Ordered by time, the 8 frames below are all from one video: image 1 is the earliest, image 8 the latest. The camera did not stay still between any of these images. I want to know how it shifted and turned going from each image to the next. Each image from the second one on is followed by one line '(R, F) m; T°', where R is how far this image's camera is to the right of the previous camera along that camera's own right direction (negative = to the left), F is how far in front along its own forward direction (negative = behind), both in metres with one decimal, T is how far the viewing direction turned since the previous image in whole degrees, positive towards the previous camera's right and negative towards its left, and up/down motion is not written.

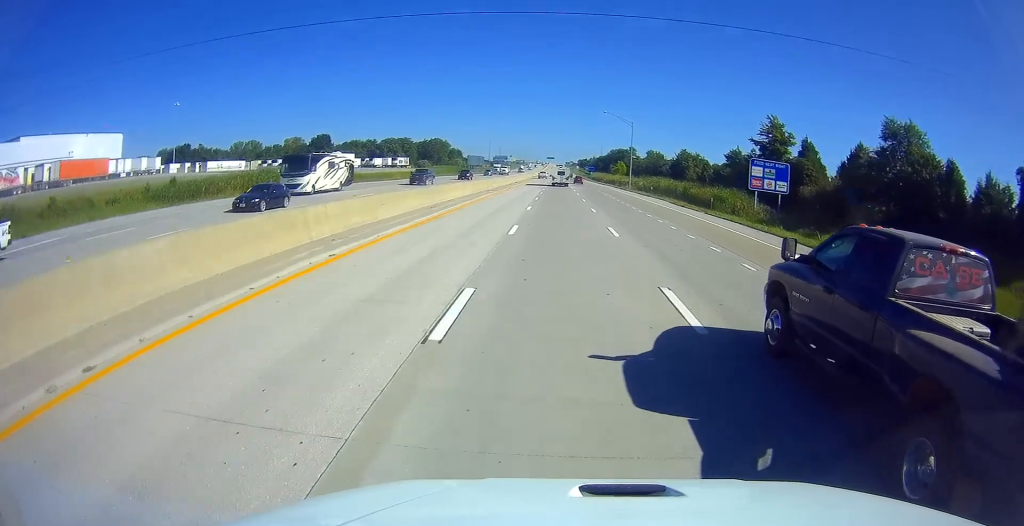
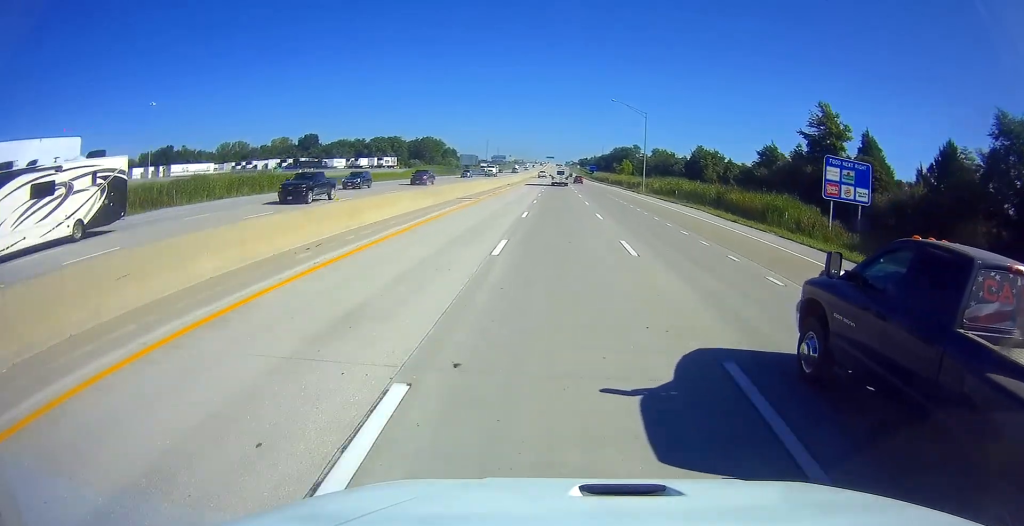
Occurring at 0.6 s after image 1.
(-0.4, +16.9) m; 0°
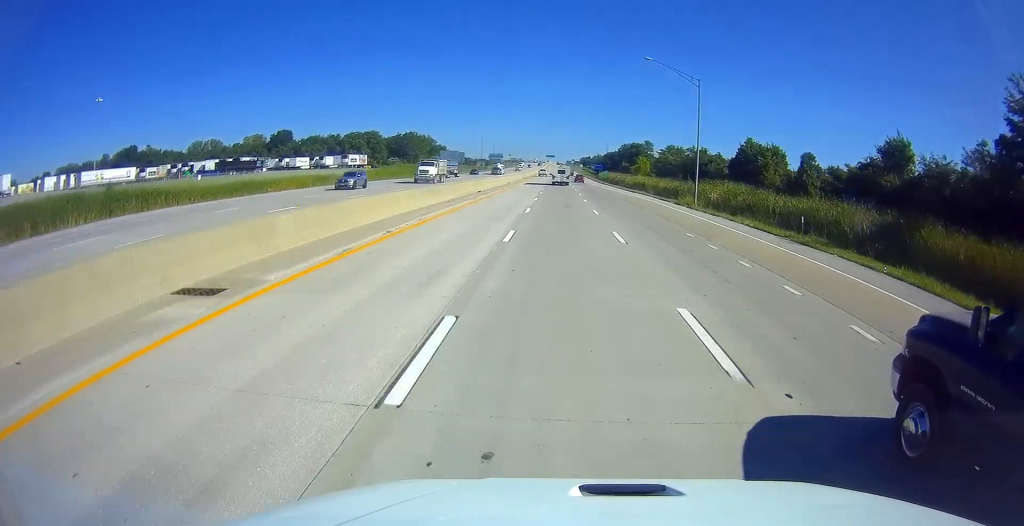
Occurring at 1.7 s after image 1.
(+0.2, +33.7) m; +1°
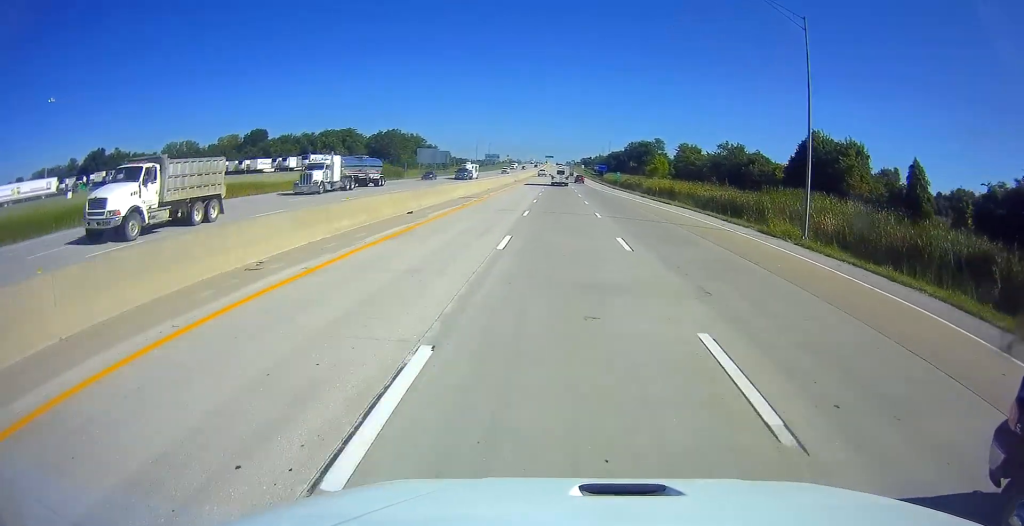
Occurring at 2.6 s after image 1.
(+0.2, +25.9) m; 0°
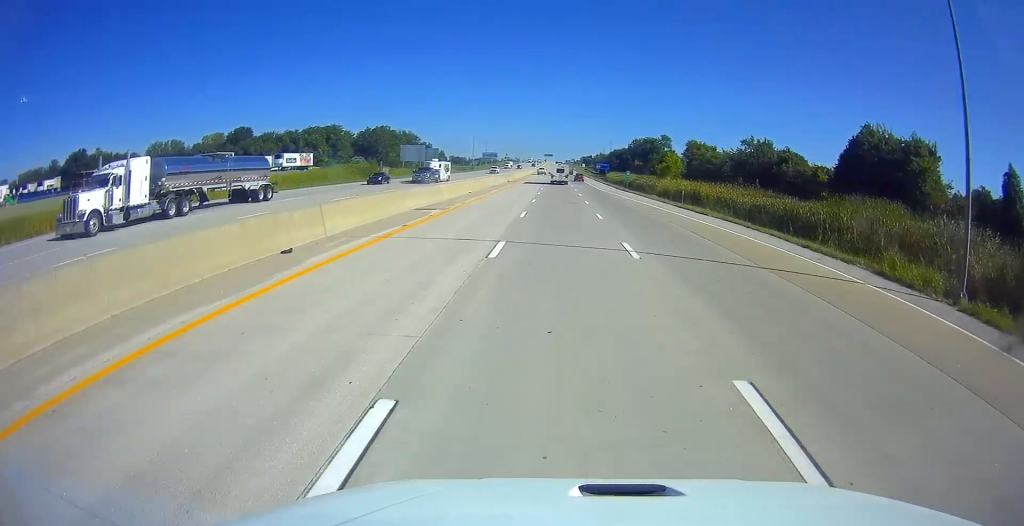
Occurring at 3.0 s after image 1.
(+0.1, +14.0) m; -1°
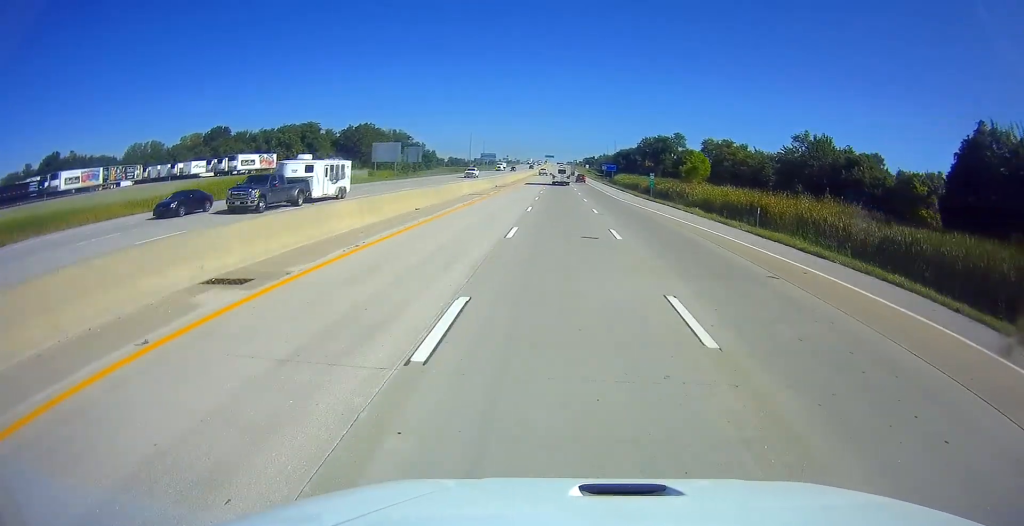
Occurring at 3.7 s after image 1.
(-0.4, +19.9) m; 0°
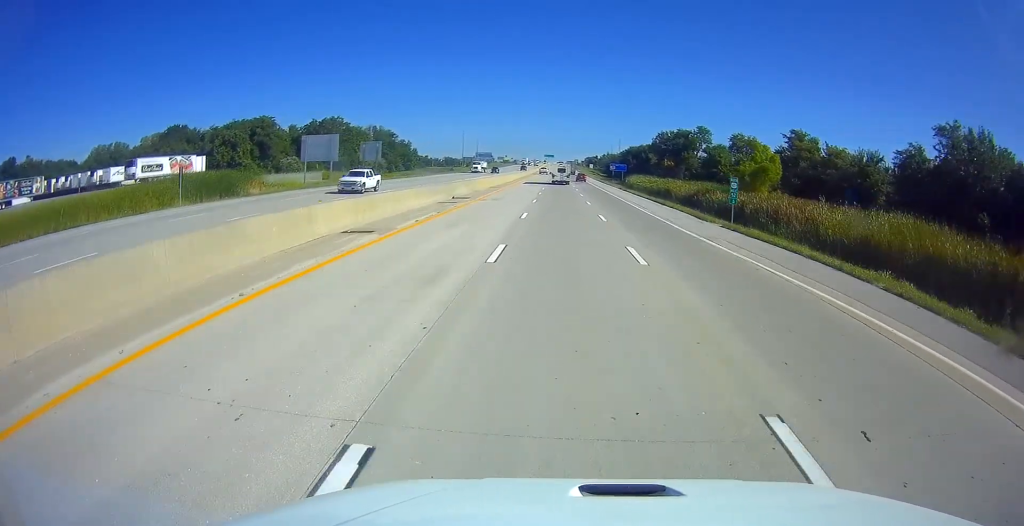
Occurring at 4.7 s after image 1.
(+0.4, +29.9) m; +1°
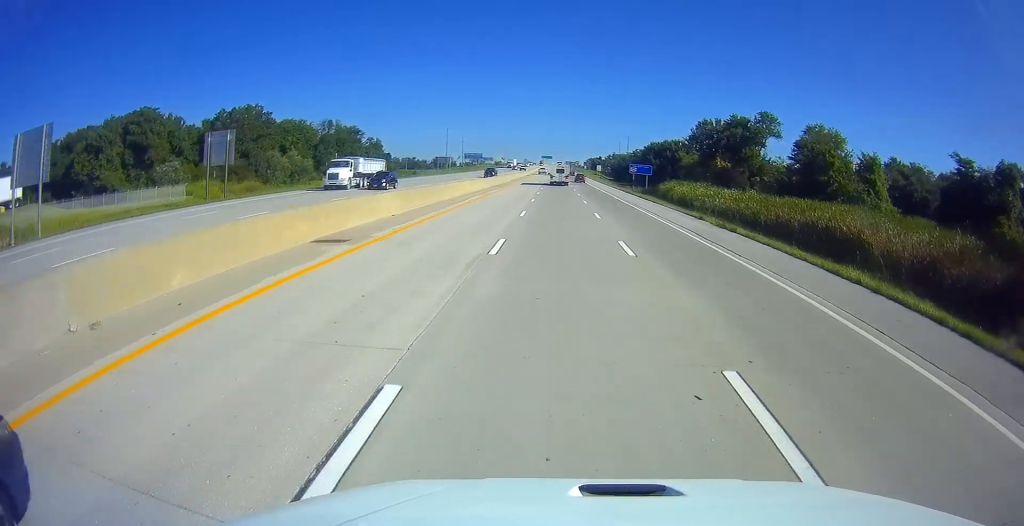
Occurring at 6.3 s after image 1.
(-0.2, +47.7) m; -1°
